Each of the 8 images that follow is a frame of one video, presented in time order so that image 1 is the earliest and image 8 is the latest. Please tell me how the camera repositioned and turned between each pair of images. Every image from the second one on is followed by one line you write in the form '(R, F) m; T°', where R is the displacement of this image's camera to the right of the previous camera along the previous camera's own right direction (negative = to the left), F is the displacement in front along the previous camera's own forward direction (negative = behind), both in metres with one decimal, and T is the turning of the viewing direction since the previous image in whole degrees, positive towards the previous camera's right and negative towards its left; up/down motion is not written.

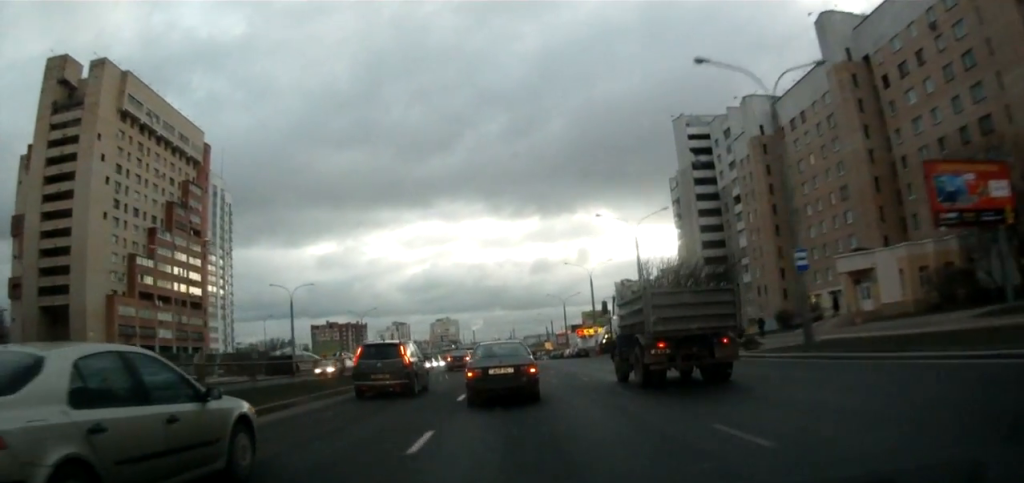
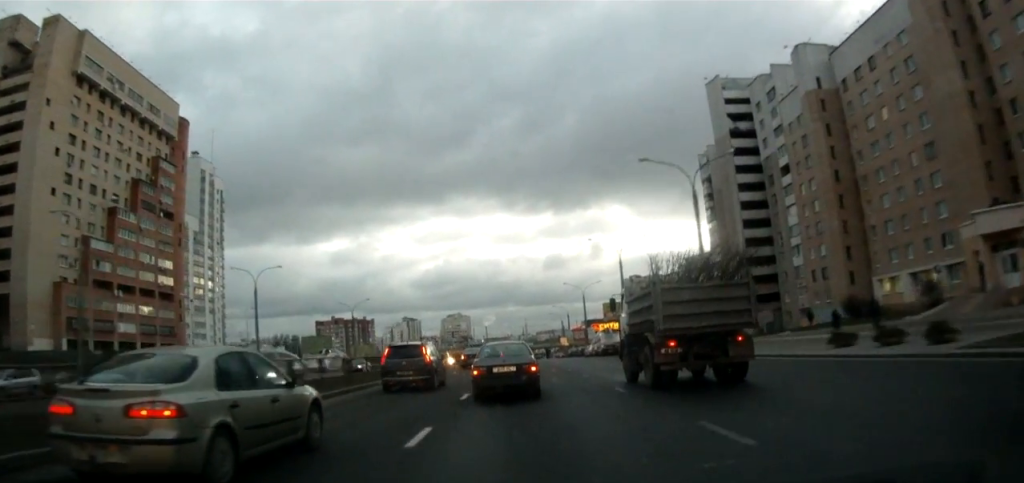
(0.0, +15.7) m; 0°
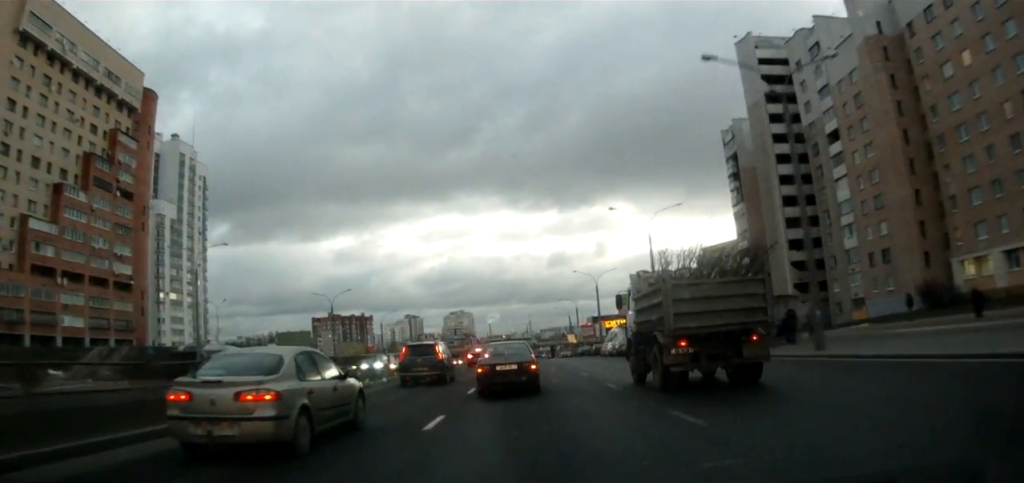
(0.0, +14.1) m; -2°
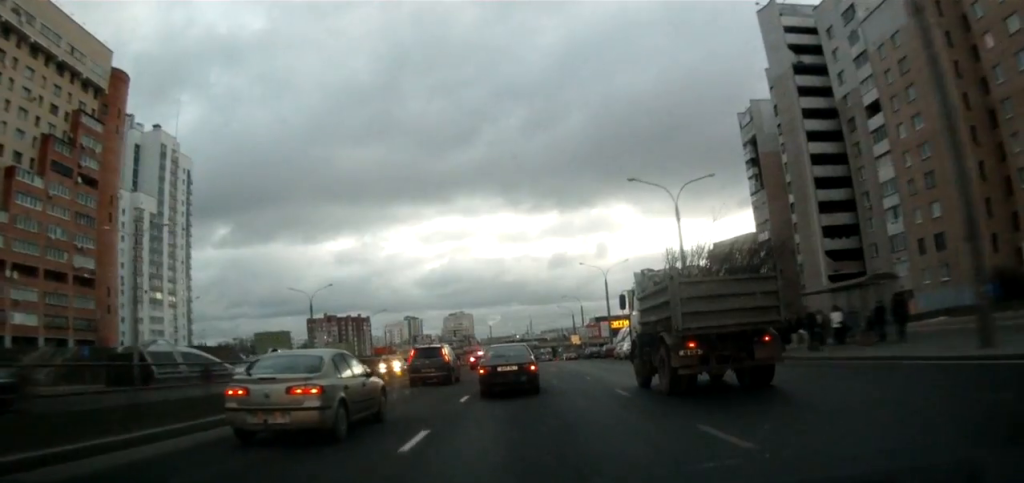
(-0.3, +10.1) m; -1°
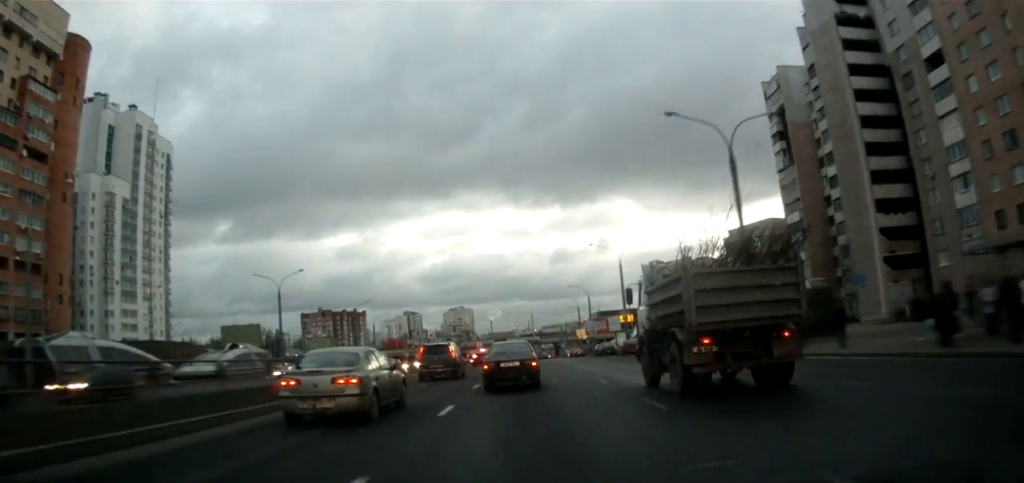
(-0.2, +11.9) m; 0°
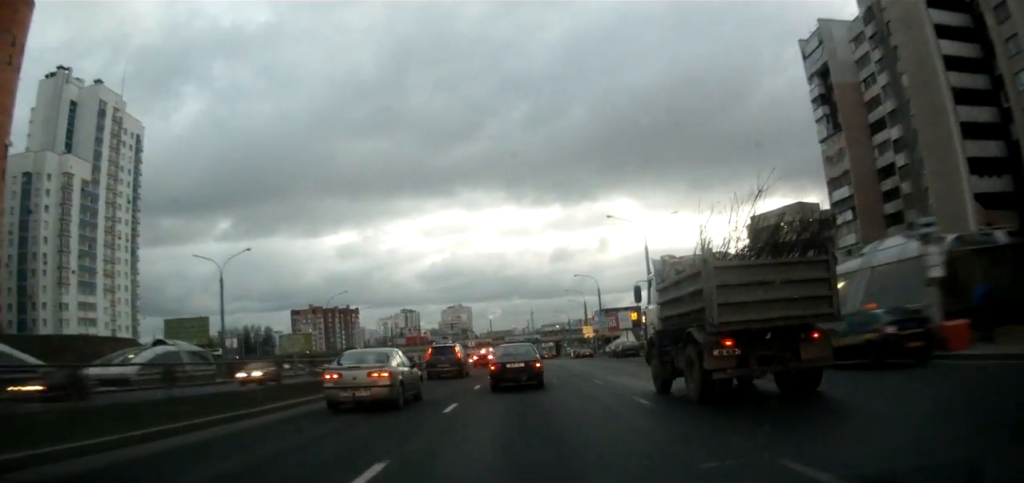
(+0.2, +15.1) m; +1°
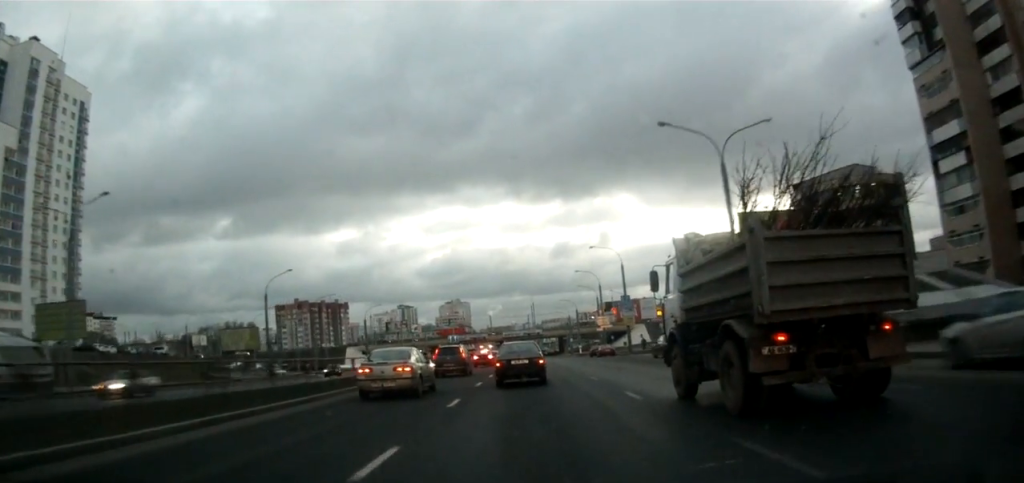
(0.0, +22.8) m; 0°
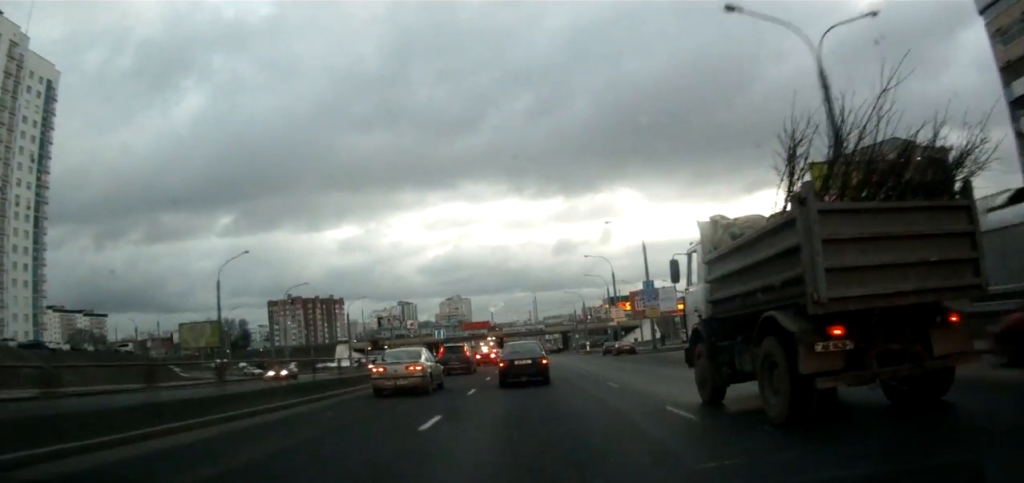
(+0.3, +11.9) m; 0°
